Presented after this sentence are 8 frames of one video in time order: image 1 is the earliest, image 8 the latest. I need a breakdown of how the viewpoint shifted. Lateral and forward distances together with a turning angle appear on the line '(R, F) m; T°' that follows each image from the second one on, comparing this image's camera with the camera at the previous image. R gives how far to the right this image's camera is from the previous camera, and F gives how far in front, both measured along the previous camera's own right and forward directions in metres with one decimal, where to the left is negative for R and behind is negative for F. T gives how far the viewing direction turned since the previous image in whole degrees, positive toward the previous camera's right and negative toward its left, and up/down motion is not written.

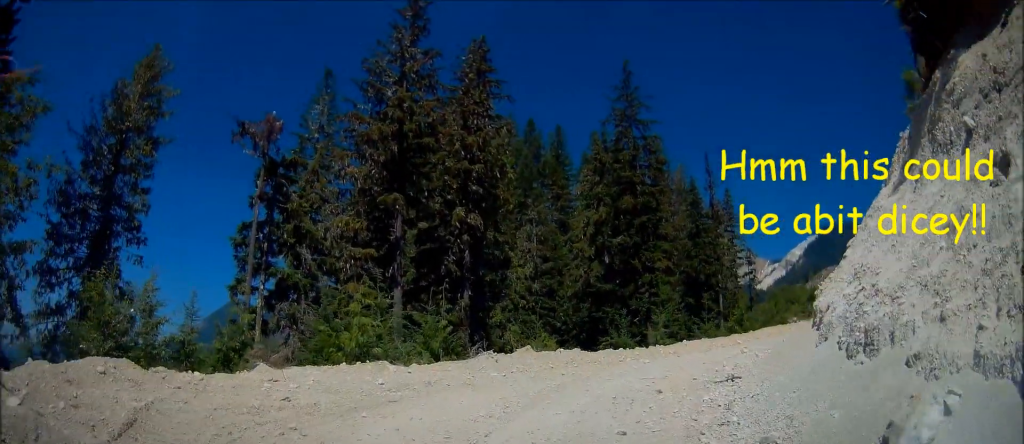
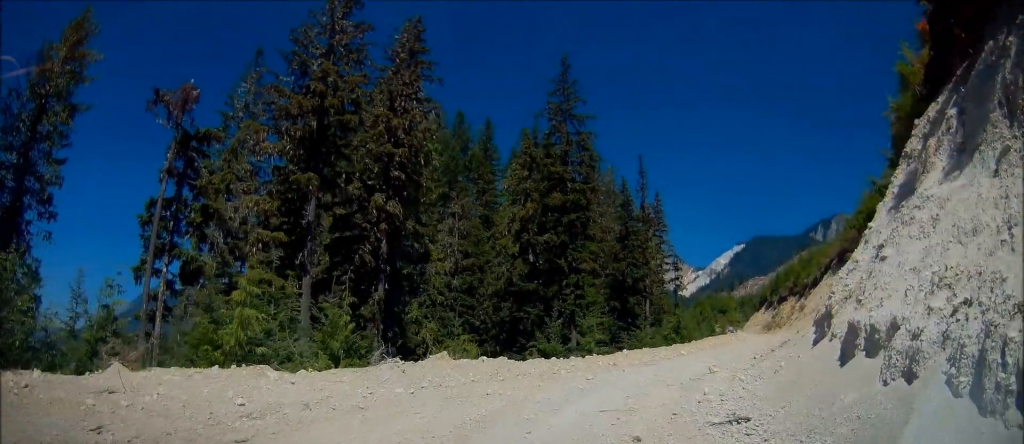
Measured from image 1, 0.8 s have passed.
(0.0, +3.4) m; +2°
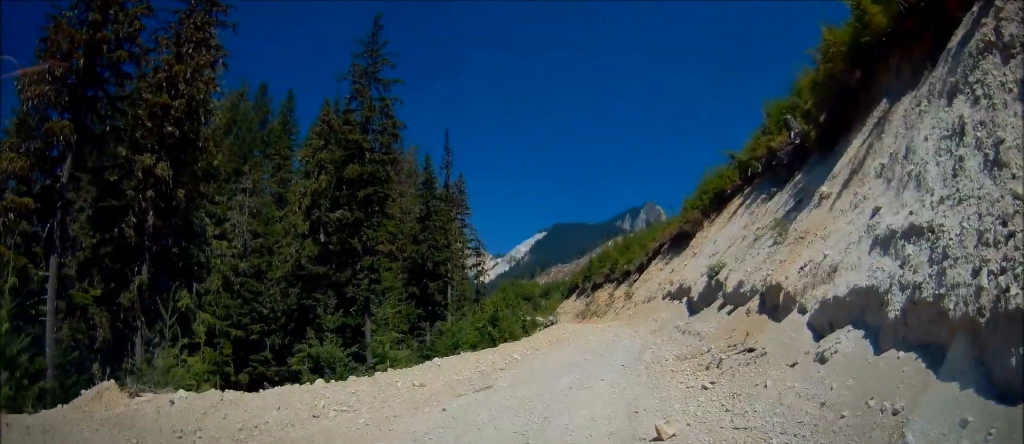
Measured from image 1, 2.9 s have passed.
(+1.1, +7.5) m; +20°
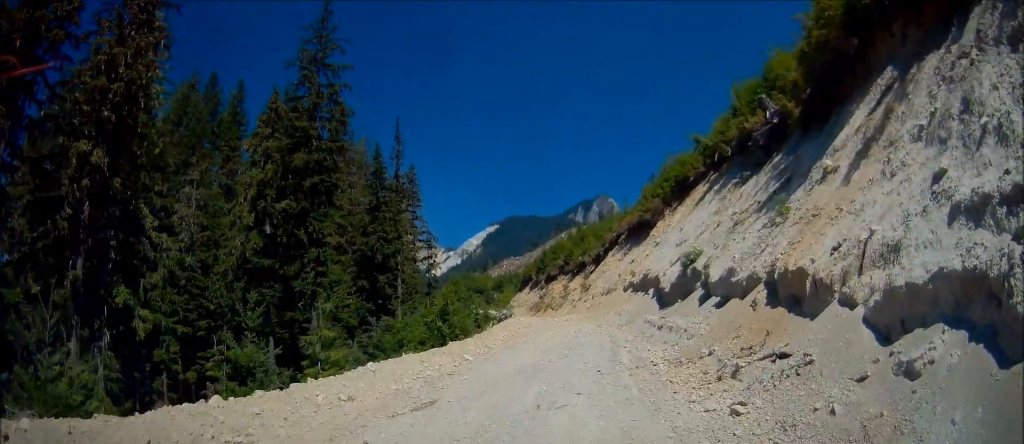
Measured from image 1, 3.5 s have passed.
(0.0, +2.4) m; +9°
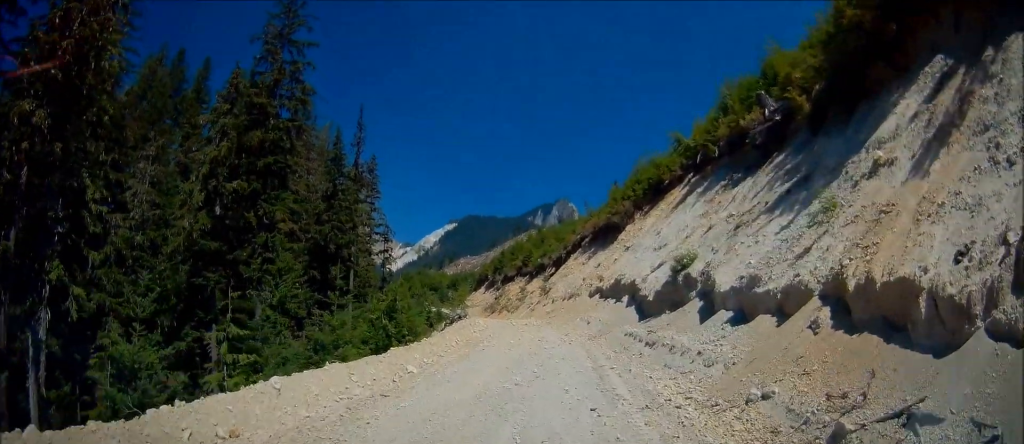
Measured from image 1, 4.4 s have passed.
(+0.5, +3.1) m; +4°
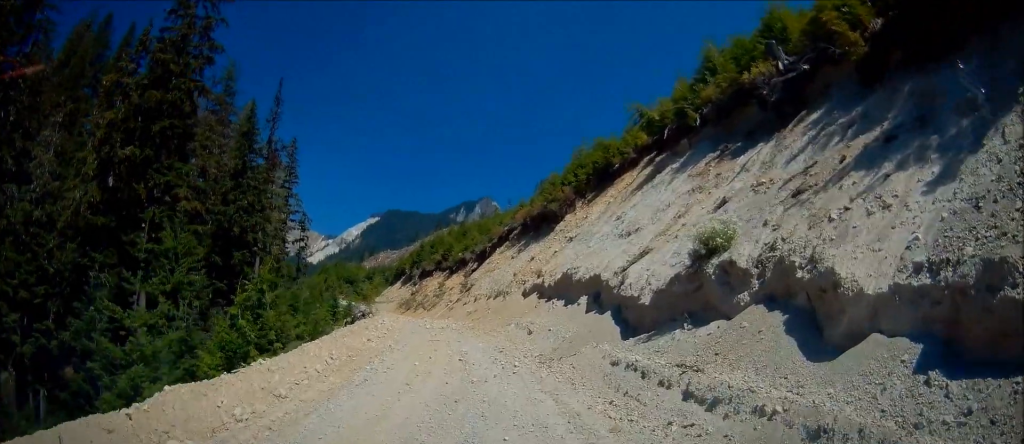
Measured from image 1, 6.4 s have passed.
(+0.1, +7.8) m; +10°
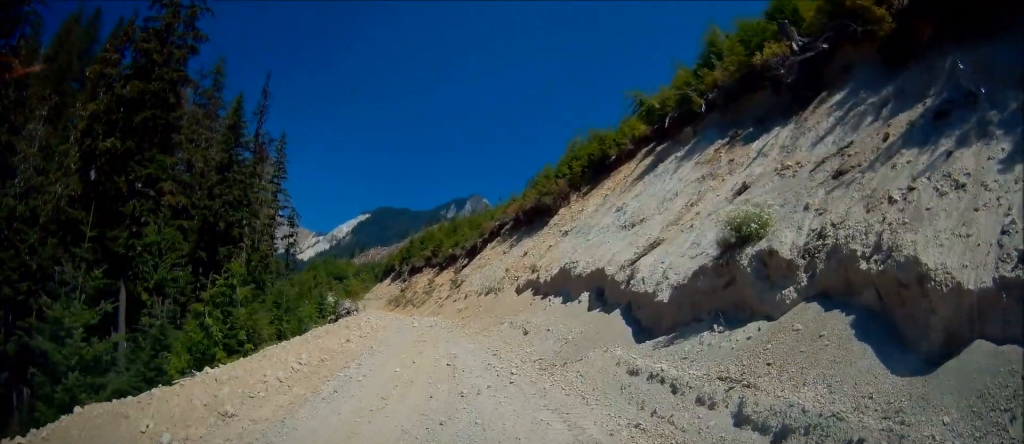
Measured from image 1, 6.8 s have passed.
(+0.1, +1.8) m; +3°
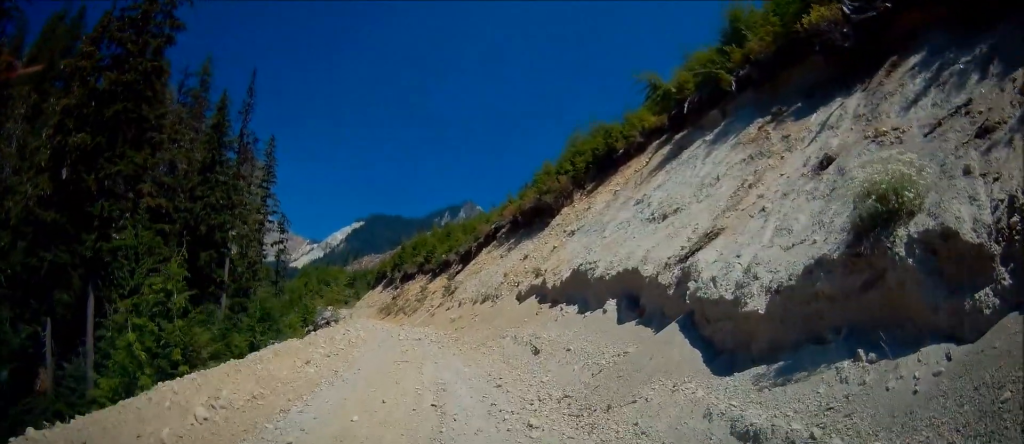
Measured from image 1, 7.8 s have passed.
(+0.2, +3.9) m; +2°
